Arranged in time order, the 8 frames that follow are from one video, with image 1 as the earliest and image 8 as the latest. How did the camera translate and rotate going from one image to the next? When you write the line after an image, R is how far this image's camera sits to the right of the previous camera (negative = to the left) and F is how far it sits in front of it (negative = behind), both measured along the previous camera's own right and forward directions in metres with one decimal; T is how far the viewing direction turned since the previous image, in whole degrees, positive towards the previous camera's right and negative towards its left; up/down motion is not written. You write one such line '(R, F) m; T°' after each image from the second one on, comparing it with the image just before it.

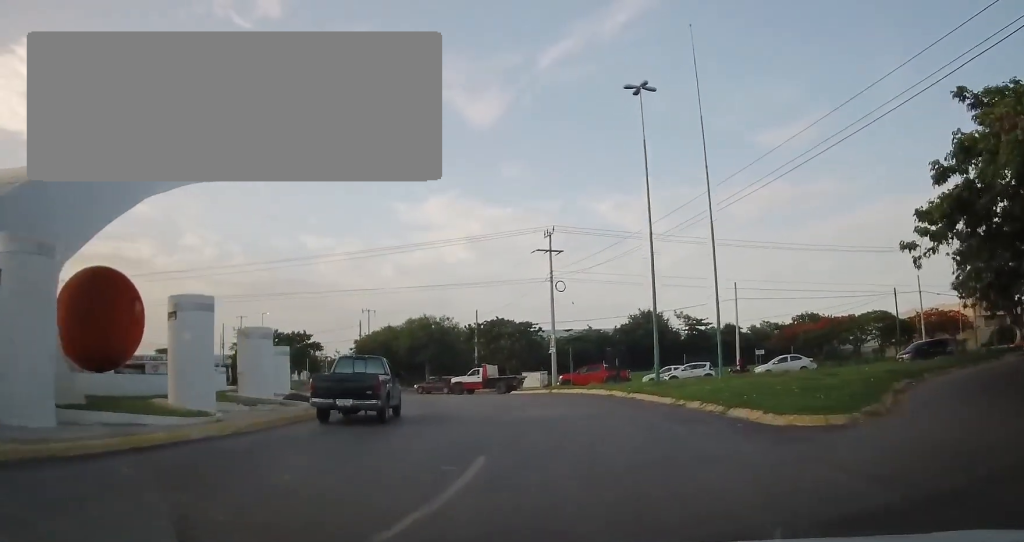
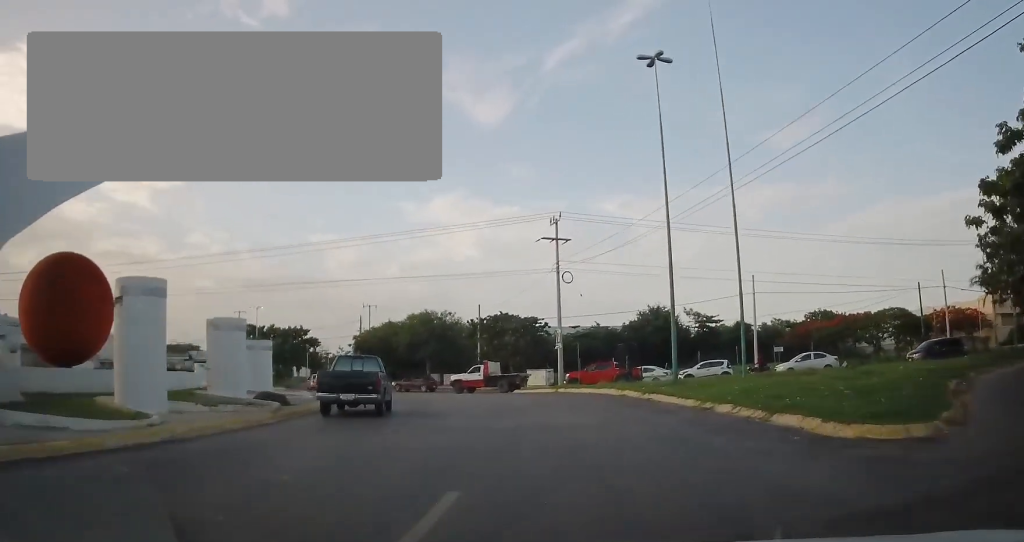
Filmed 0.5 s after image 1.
(+0.1, +2.6) m; -1°
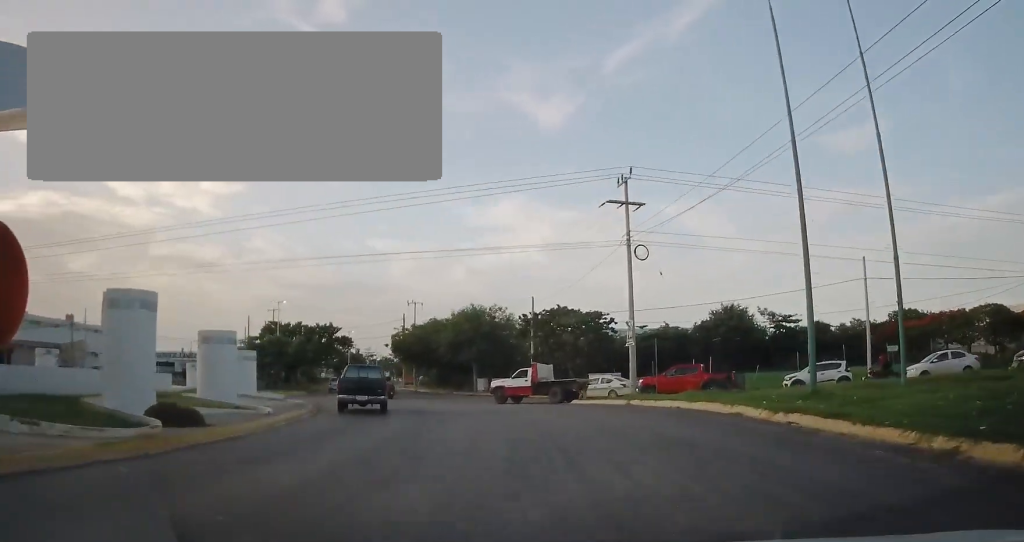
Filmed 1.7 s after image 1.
(-0.5, +9.0) m; -6°
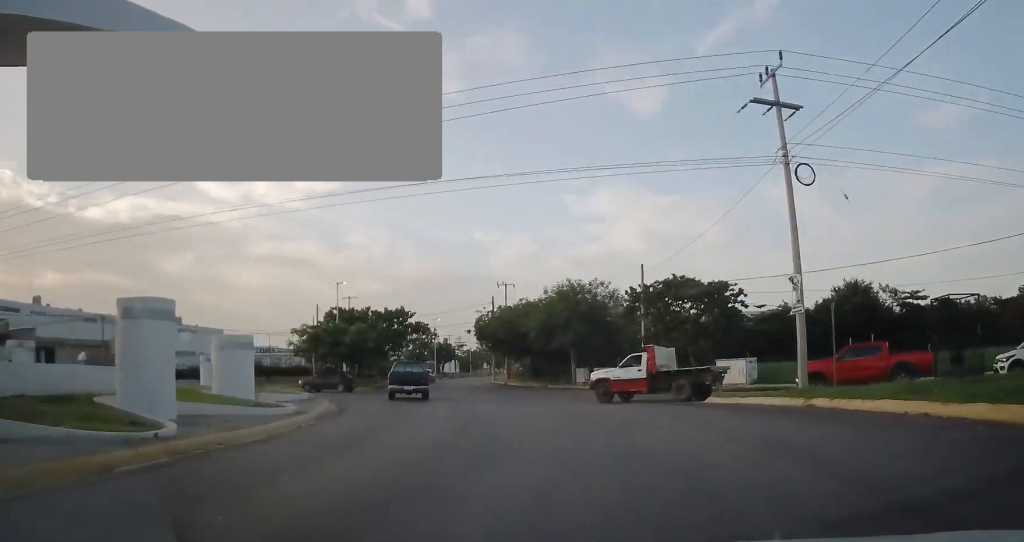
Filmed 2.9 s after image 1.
(-0.8, +10.1) m; -9°
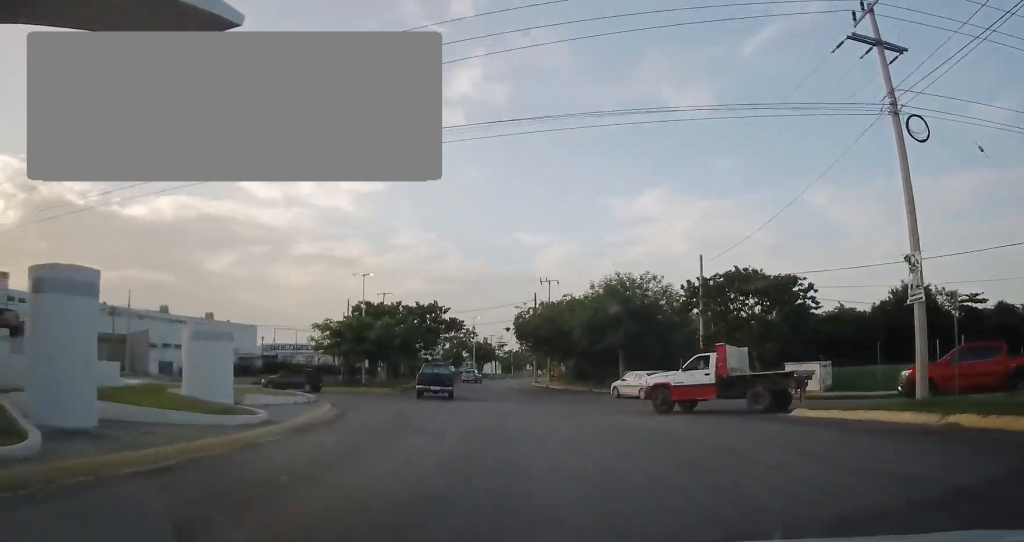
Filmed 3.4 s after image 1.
(-0.2, +4.6) m; -4°
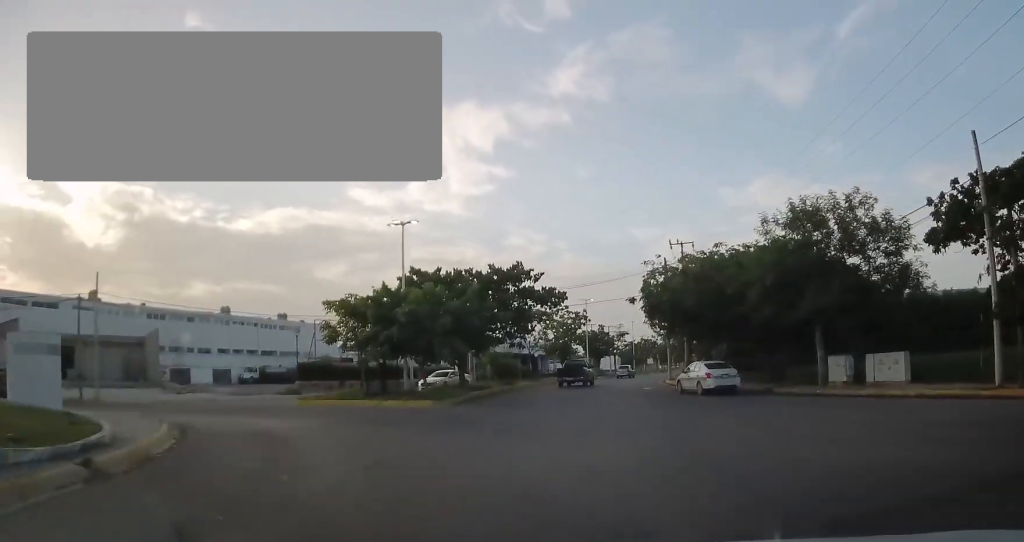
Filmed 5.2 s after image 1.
(-1.7, +17.4) m; -14°
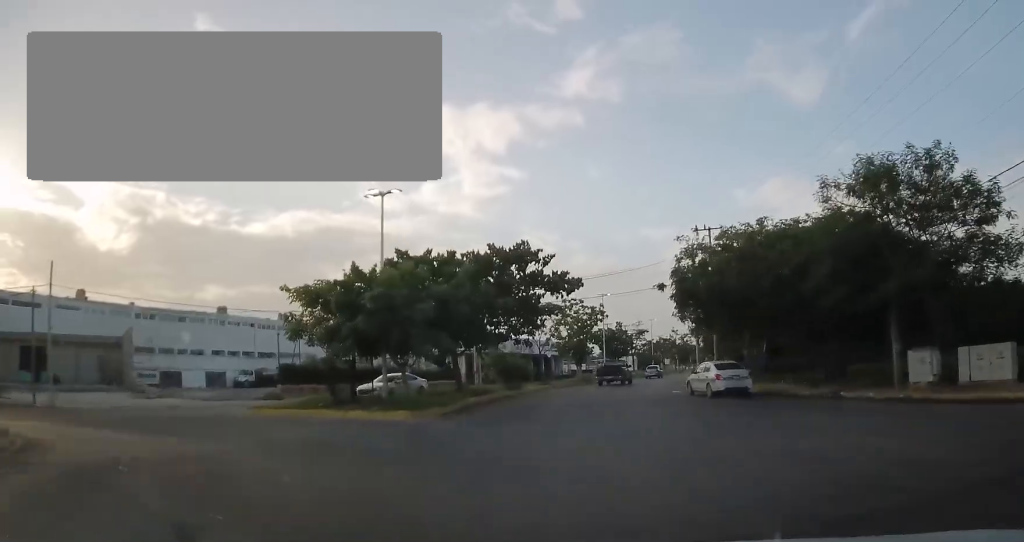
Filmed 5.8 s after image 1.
(-0.2, +5.5) m; -1°
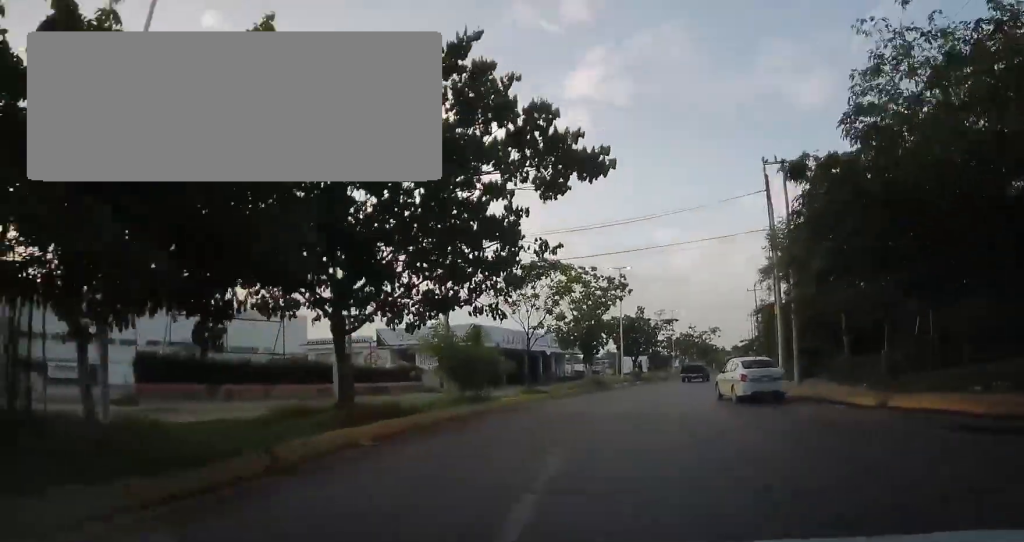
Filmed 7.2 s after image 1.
(-0.2, +15.4) m; 0°
